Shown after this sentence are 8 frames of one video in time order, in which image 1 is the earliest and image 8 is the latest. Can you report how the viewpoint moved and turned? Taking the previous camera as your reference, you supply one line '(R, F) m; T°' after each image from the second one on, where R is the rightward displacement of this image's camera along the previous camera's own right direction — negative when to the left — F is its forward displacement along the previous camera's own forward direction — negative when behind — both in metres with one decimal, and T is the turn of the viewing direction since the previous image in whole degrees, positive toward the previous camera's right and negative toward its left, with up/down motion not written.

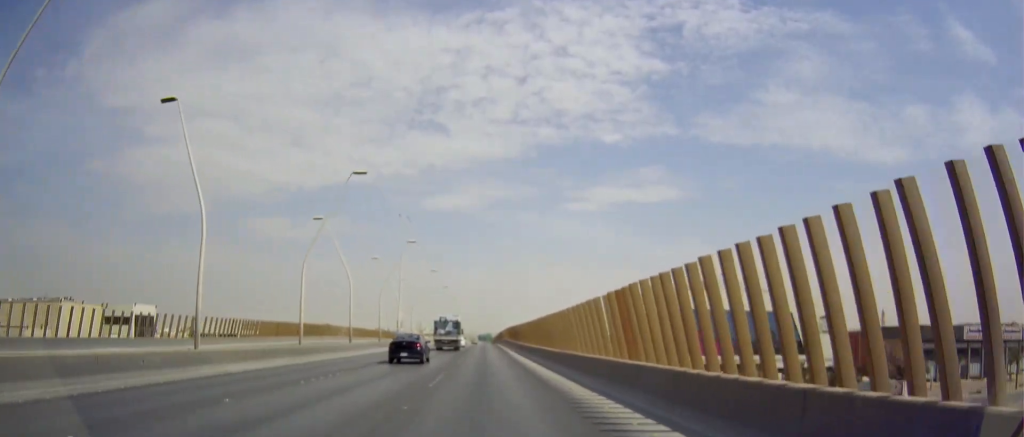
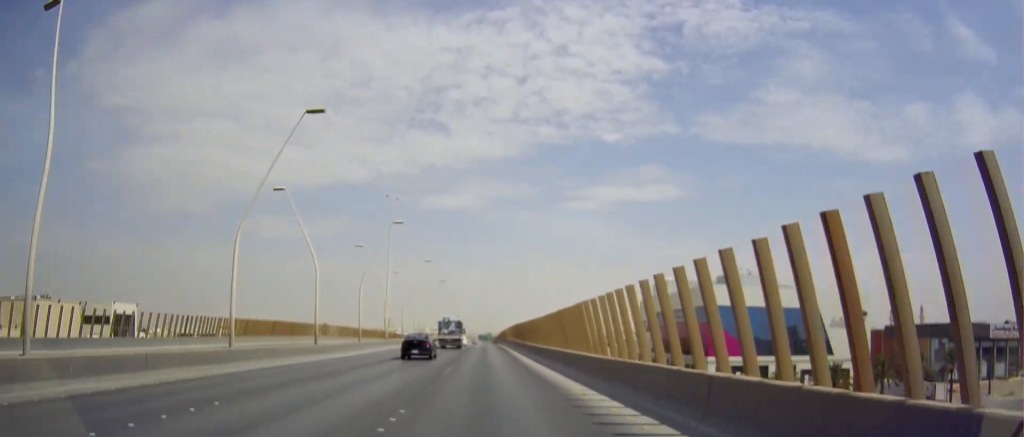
(+0.1, +9.4) m; 0°
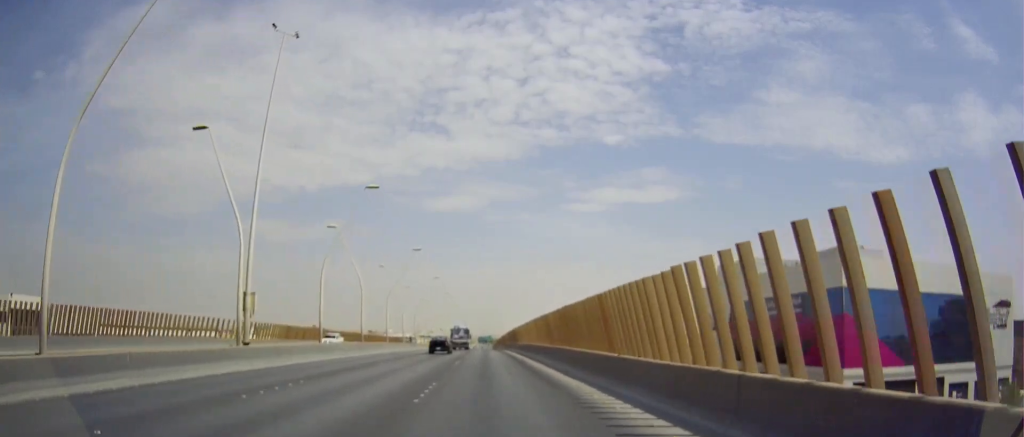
(-0.5, +37.3) m; 0°
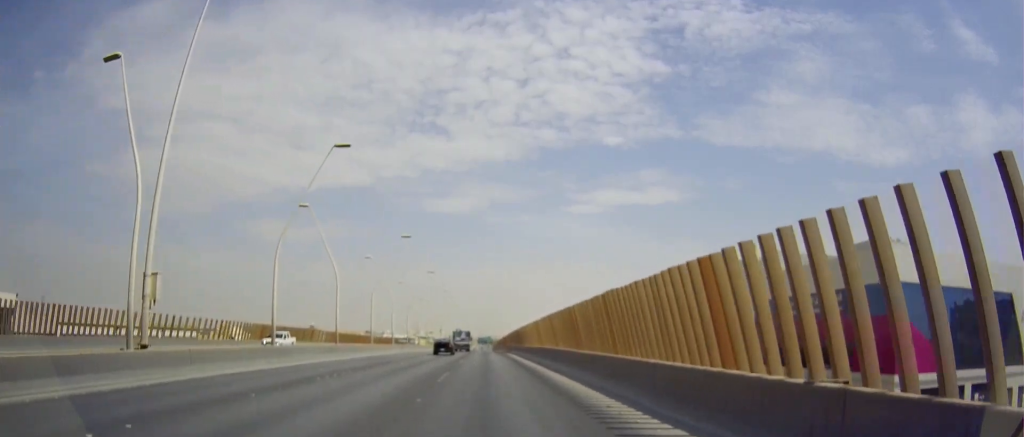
(+0.4, +8.5) m; -1°
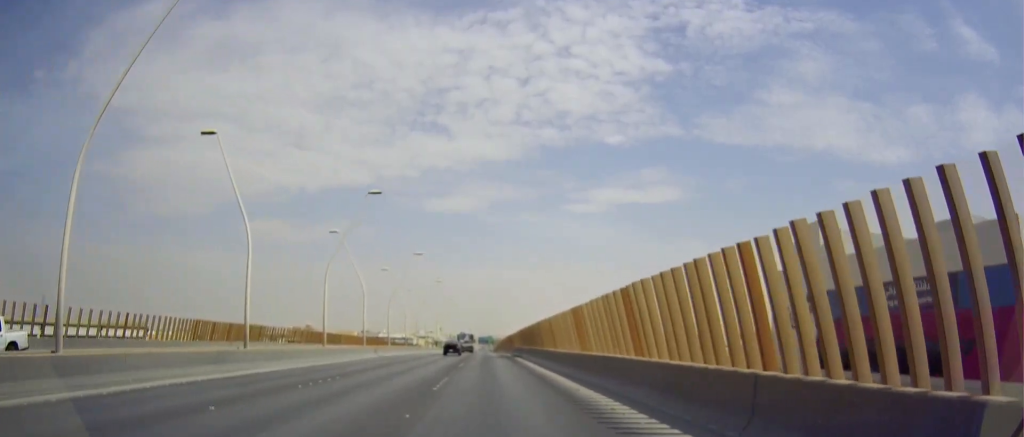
(-0.9, +16.3) m; -1°
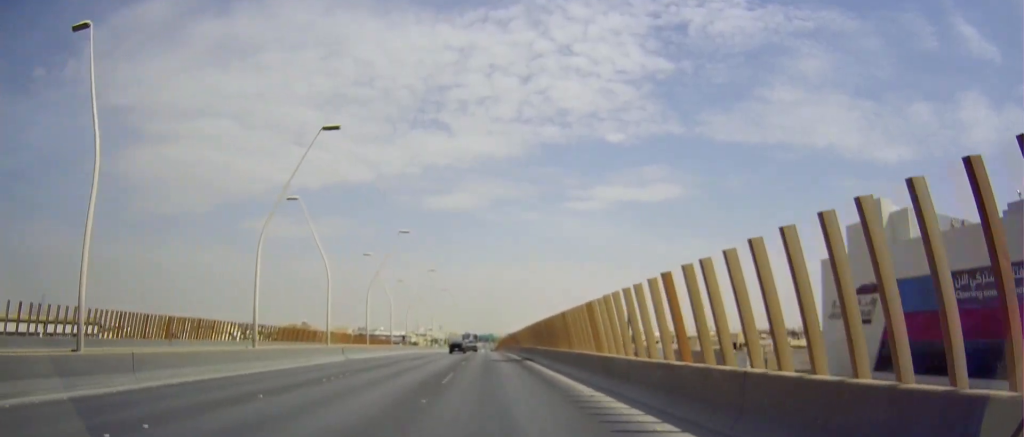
(+0.5, +11.8) m; +1°
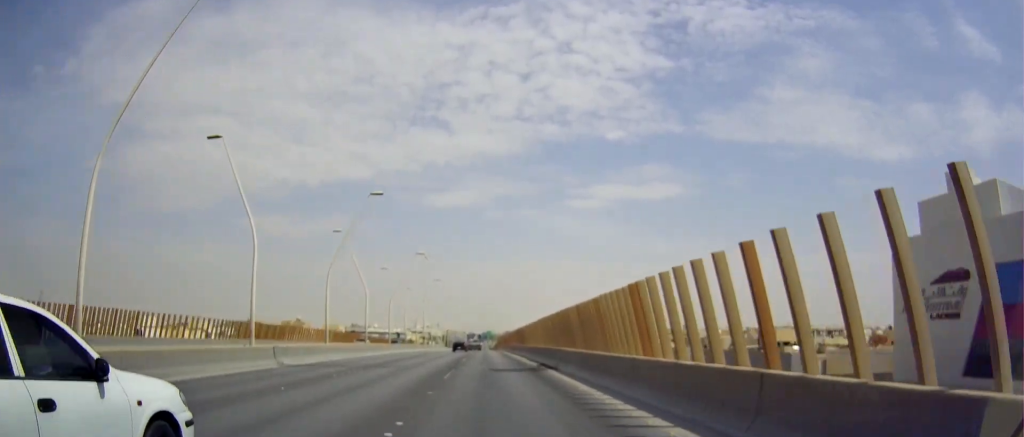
(+0.1, +12.8) m; +1°
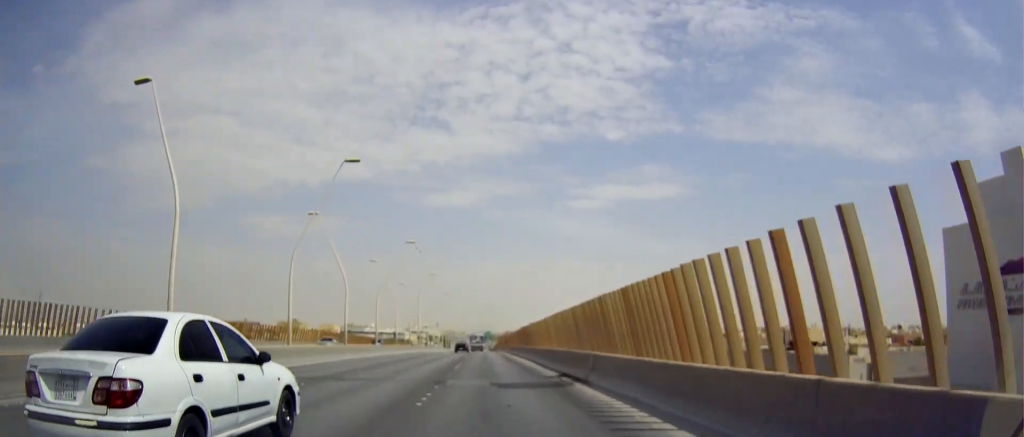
(-0.2, +7.5) m; 0°
